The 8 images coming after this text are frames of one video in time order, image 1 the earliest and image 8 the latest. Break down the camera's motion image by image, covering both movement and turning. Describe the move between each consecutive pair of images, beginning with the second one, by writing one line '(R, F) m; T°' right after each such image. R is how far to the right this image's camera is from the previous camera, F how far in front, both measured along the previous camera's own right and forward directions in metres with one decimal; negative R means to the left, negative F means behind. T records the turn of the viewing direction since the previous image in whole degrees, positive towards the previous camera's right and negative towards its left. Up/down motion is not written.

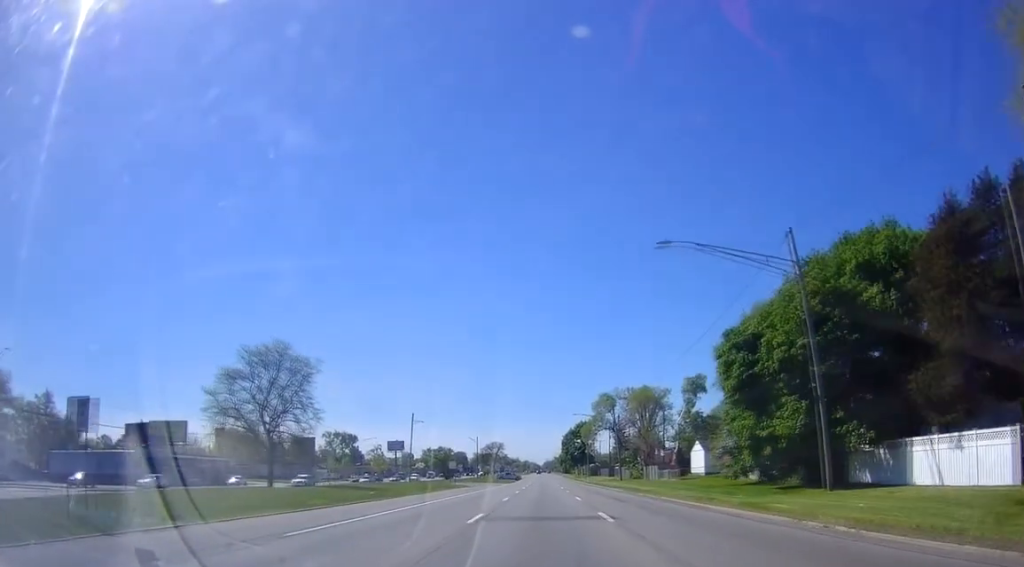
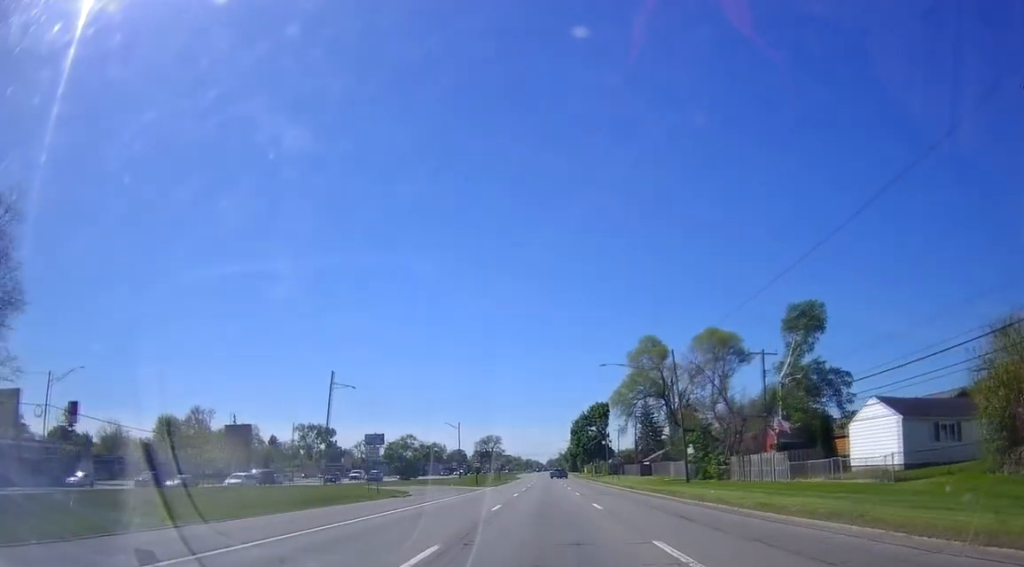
(-0.8, +42.7) m; -1°
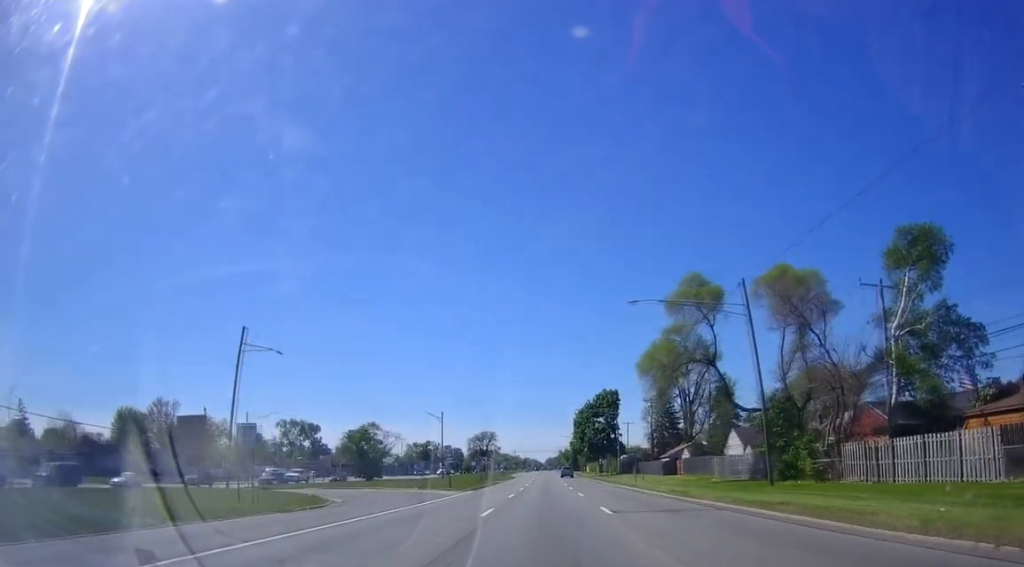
(+0.7, +19.7) m; 0°
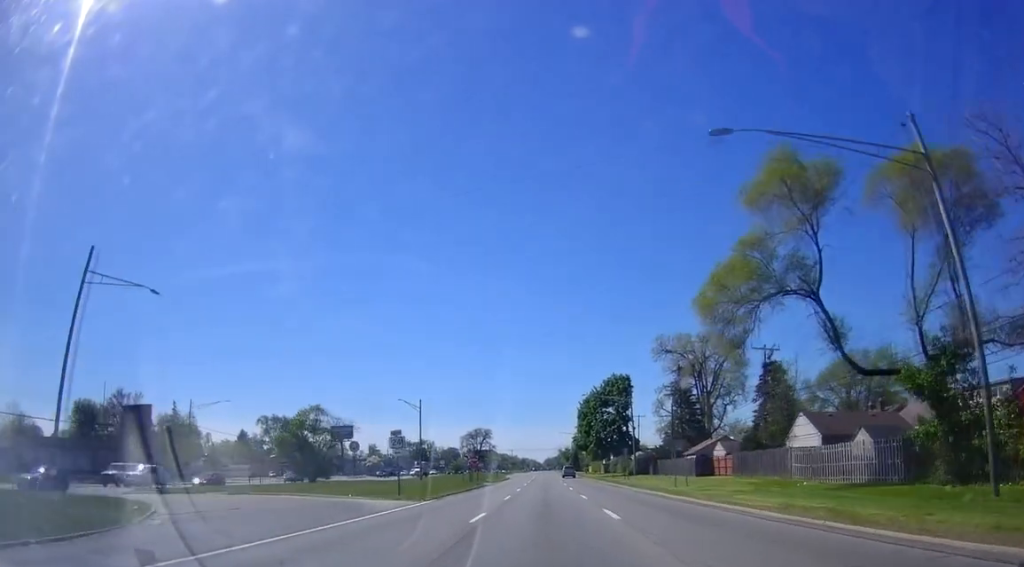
(-0.7, +18.1) m; -1°
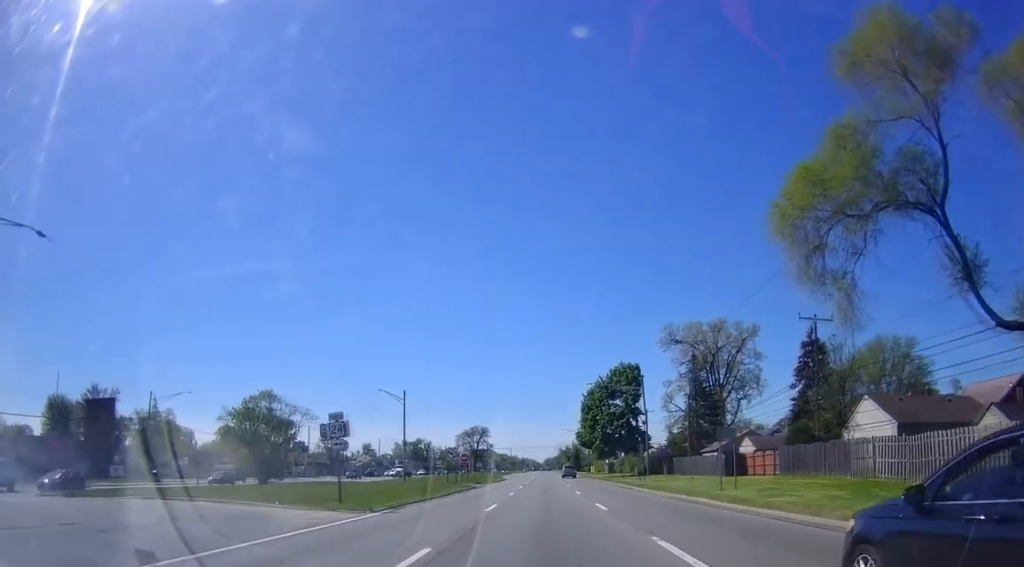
(+0.2, +10.3) m; +1°
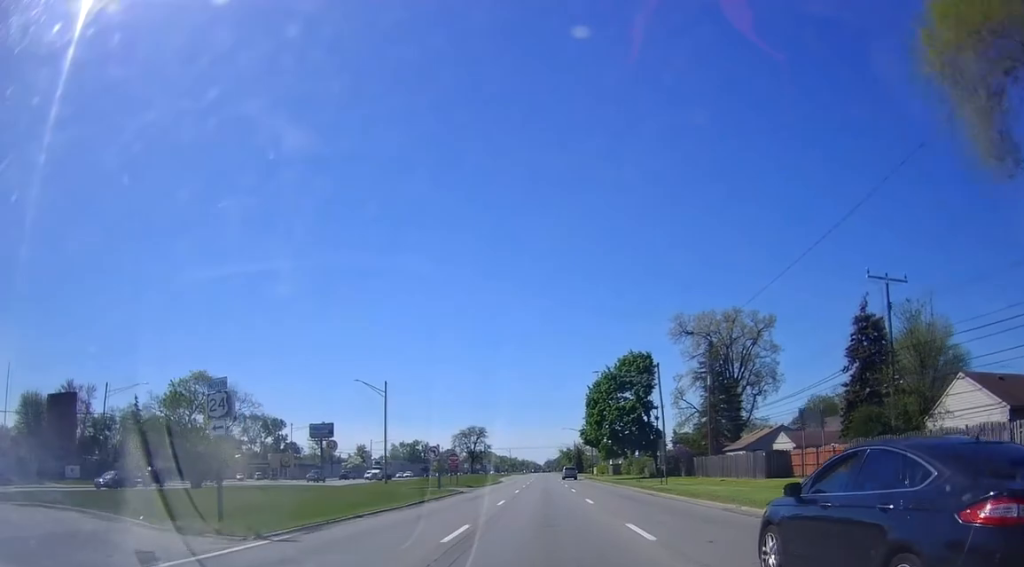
(0.0, +9.7) m; +1°
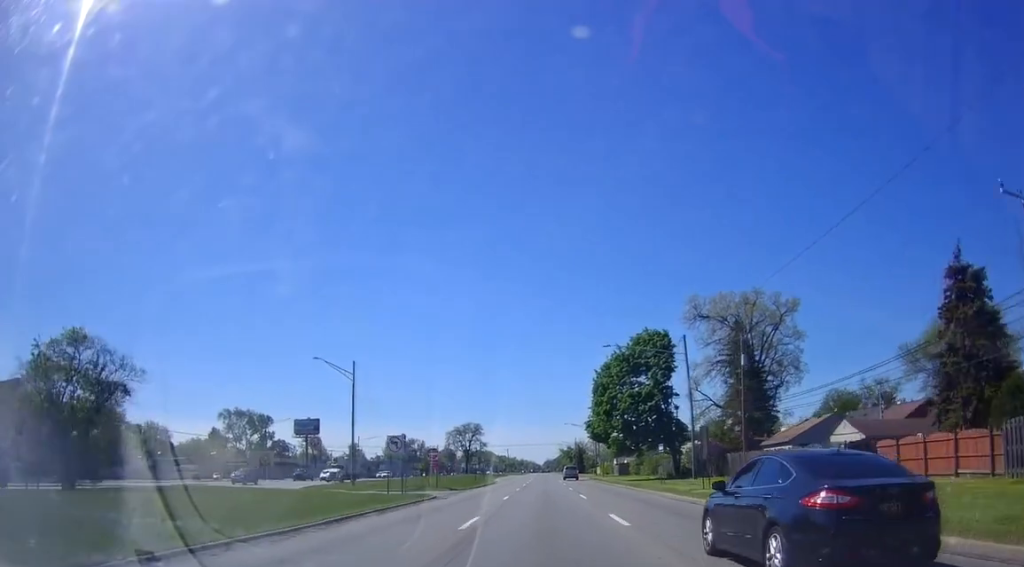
(+0.2, +11.9) m; -1°
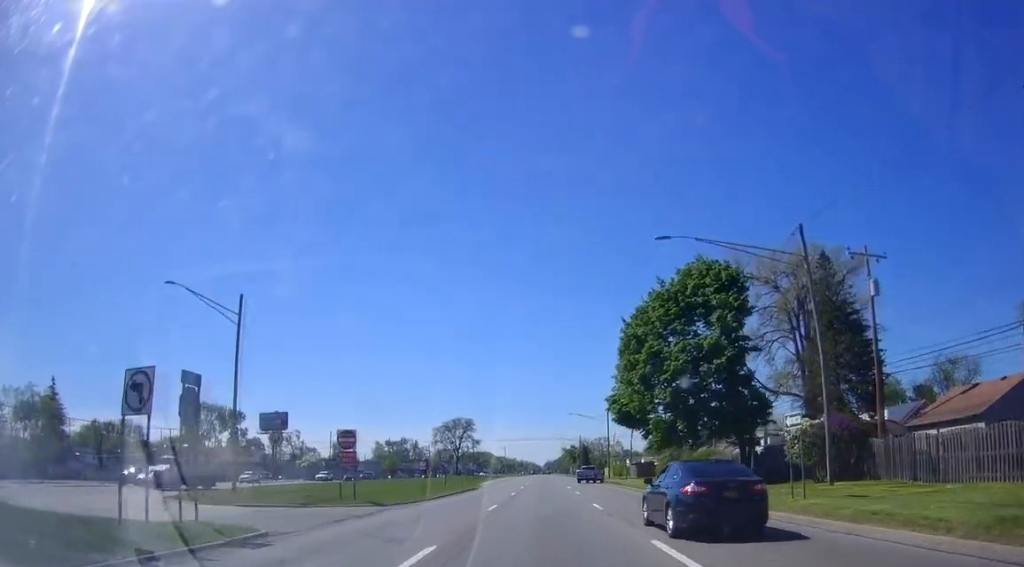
(-0.4, +23.5) m; 0°
